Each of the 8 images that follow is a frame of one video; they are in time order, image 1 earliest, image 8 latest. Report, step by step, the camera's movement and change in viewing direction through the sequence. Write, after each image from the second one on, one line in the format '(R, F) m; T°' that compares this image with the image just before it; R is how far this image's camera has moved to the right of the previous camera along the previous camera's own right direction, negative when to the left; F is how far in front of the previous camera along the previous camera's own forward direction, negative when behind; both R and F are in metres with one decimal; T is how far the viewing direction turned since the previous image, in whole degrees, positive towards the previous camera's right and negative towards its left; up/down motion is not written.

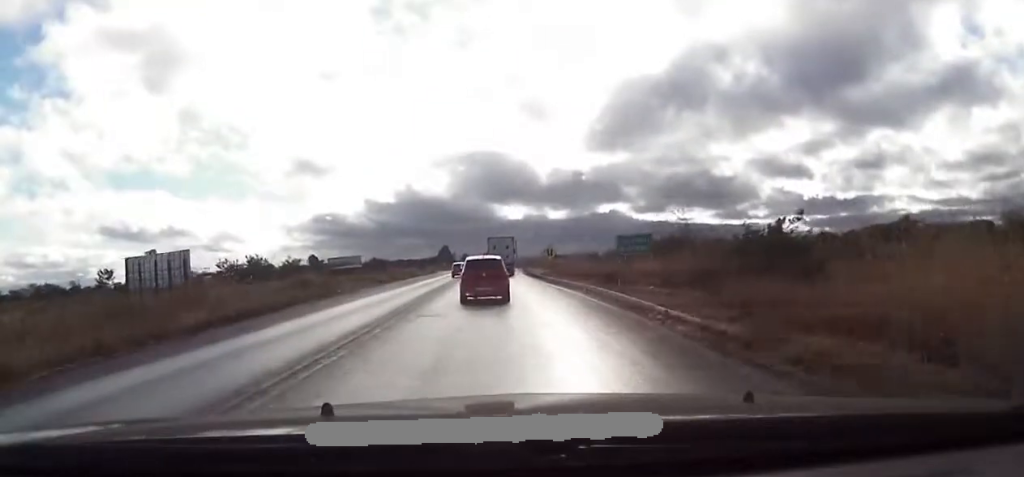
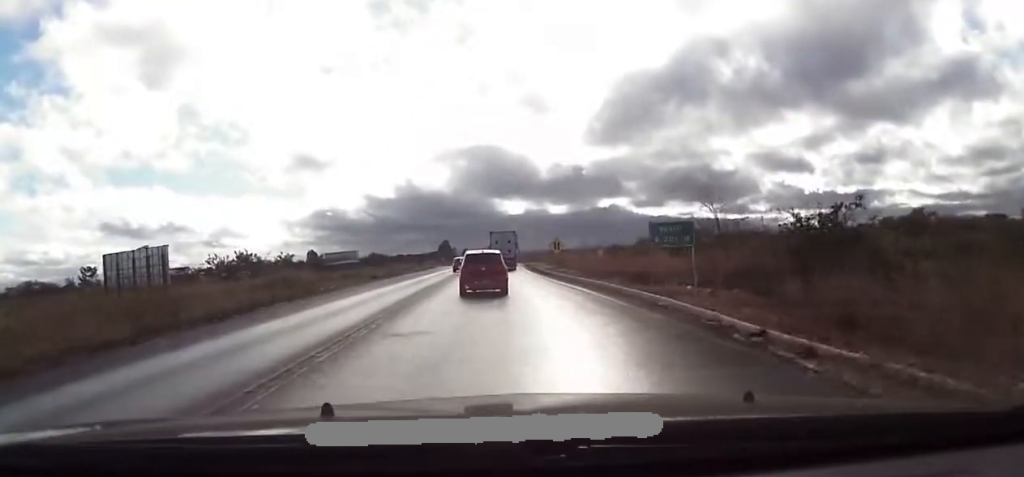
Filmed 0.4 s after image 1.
(+0.2, +5.4) m; 0°
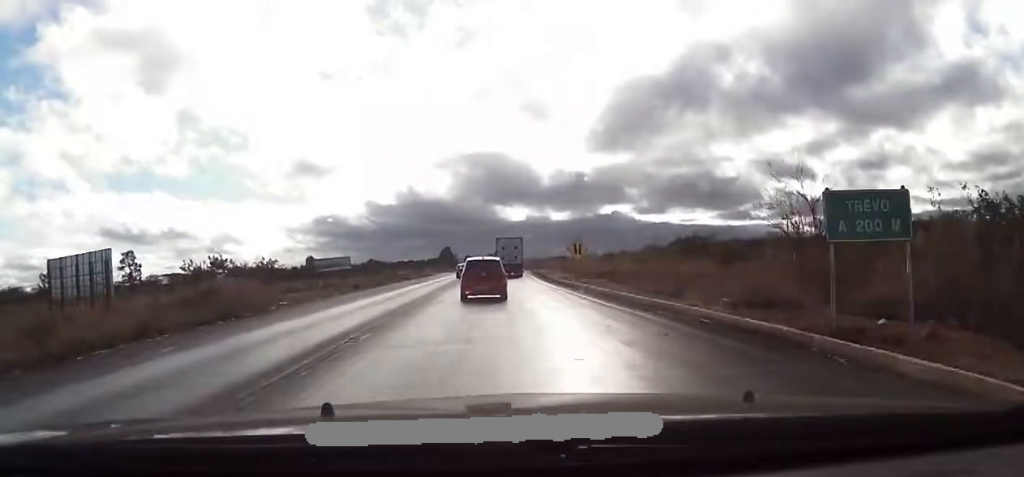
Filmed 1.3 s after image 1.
(+0.1, +11.6) m; 0°
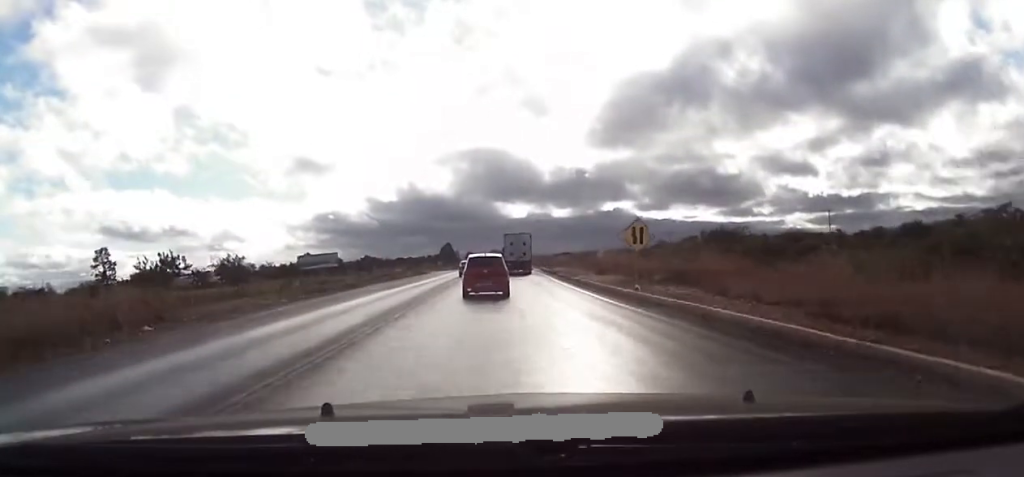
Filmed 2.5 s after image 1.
(+0.1, +16.4) m; 0°
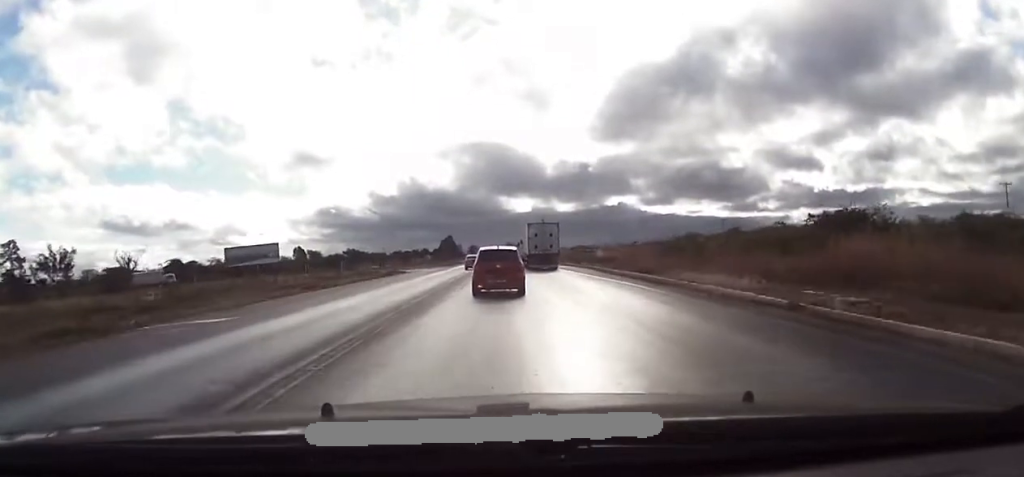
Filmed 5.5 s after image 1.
(-0.4, +45.3) m; -1°
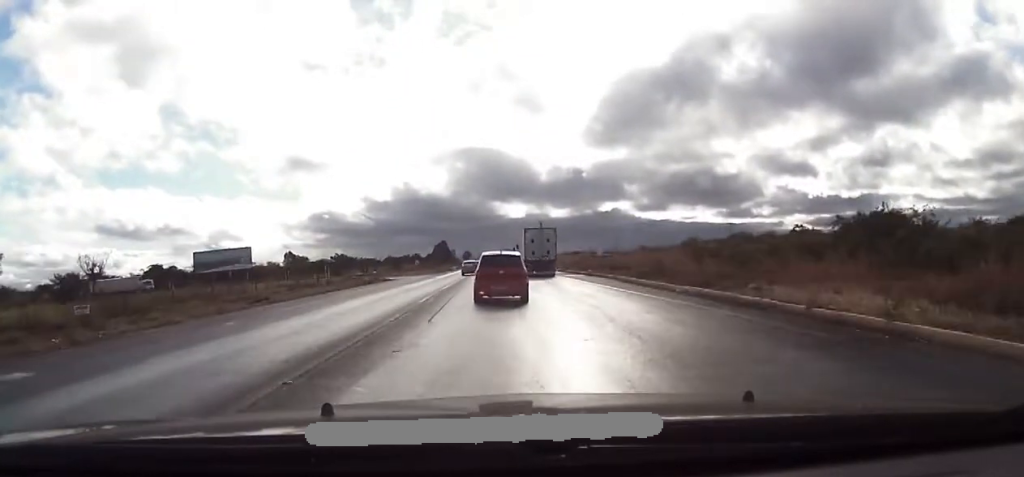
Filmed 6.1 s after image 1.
(-0.3, +10.1) m; -1°
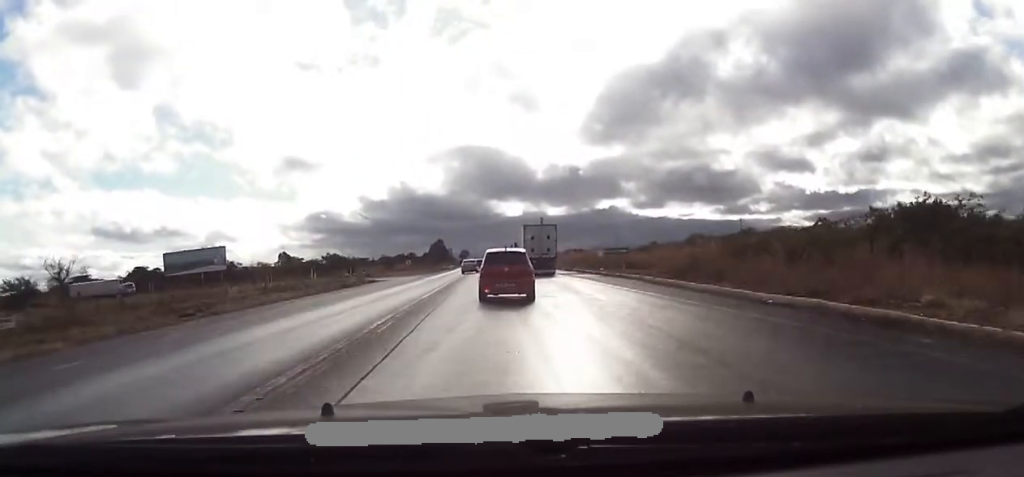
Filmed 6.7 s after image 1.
(+0.2, +9.2) m; +1°
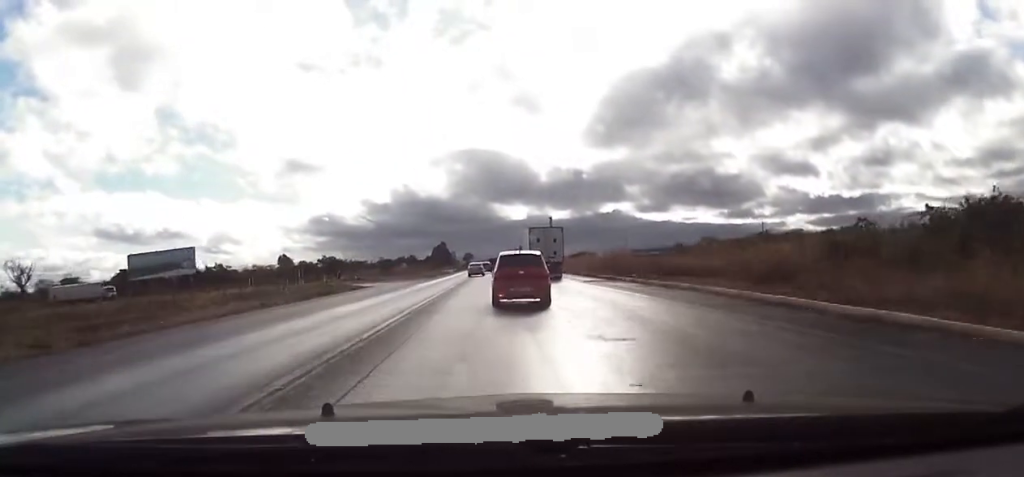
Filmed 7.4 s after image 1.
(+0.1, +10.9) m; 0°
